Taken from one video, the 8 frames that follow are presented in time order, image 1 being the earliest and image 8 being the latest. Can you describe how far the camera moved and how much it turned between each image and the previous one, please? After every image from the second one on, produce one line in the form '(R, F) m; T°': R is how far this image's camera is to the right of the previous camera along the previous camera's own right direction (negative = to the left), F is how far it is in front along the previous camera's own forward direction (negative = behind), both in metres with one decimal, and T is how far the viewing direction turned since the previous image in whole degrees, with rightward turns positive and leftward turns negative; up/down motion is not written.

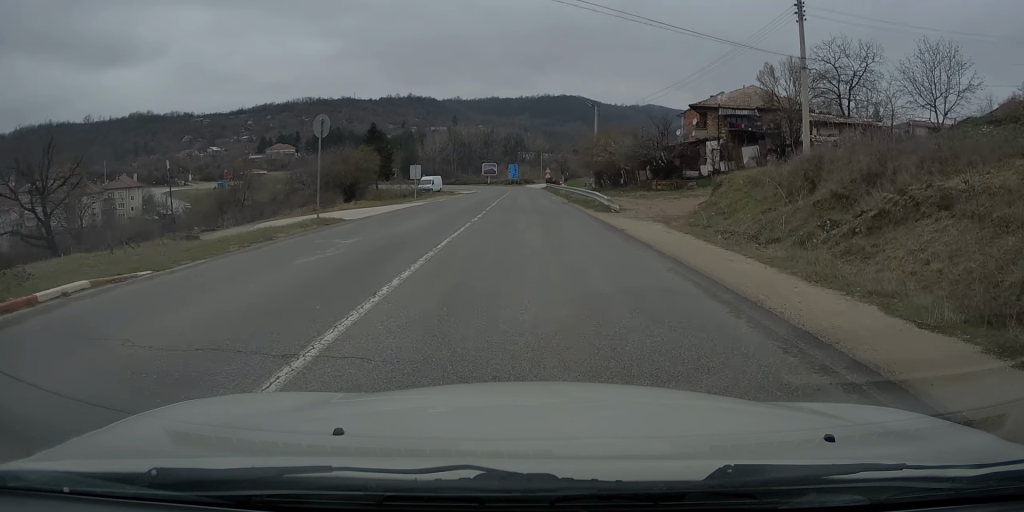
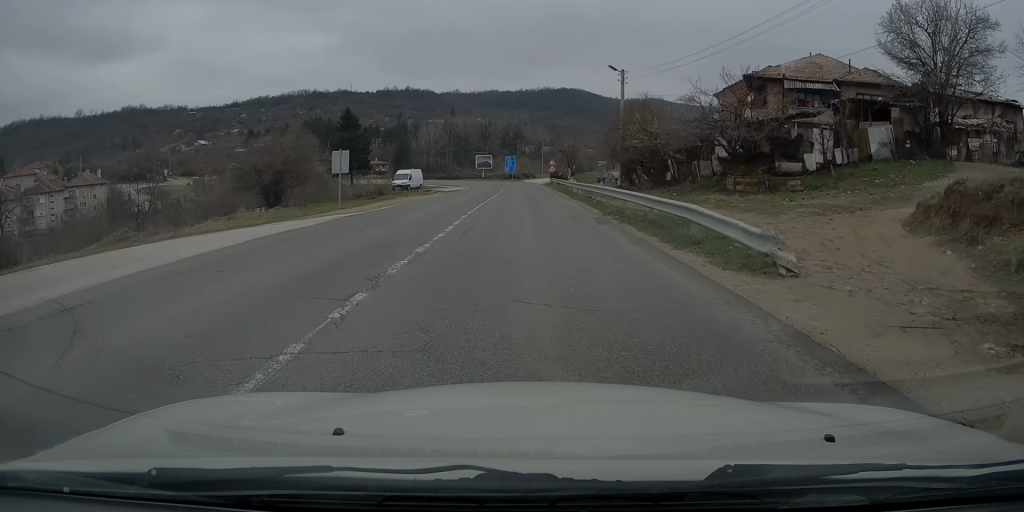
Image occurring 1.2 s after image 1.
(-0.4, +17.3) m; -1°
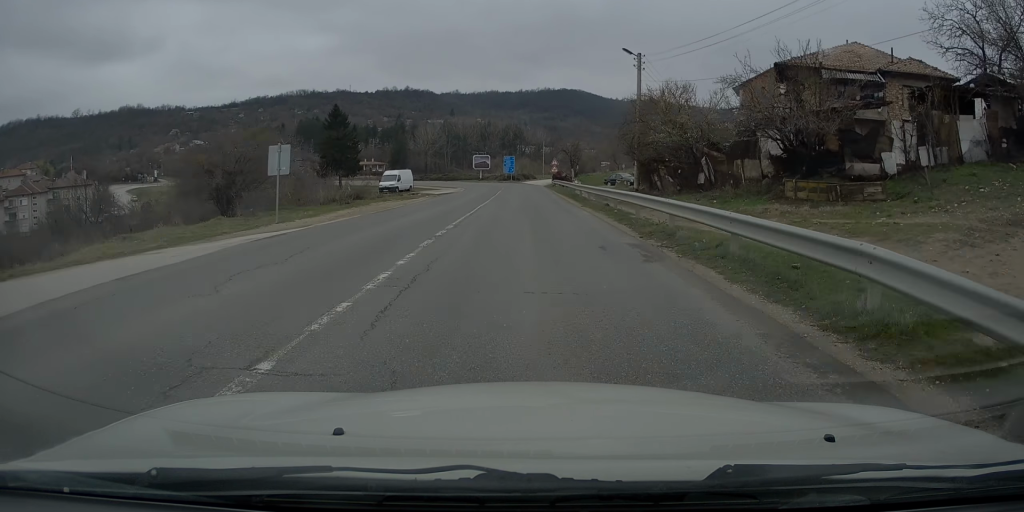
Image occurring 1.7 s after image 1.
(0.0, +6.6) m; 0°
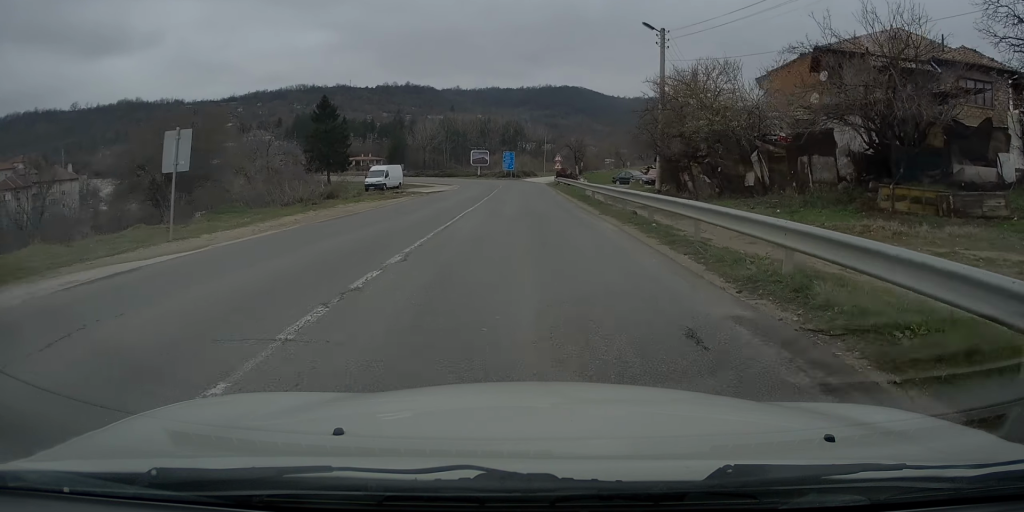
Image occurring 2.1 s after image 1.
(0.0, +6.1) m; 0°
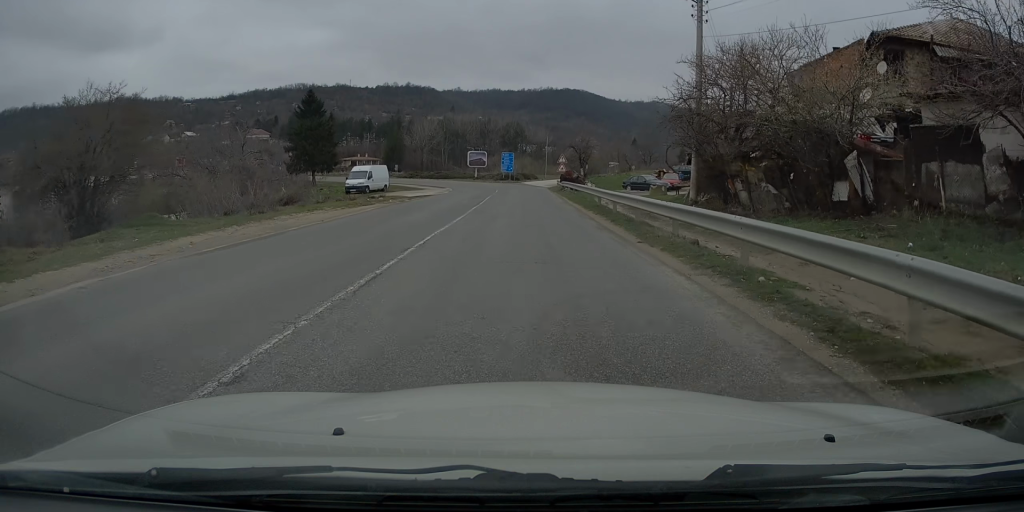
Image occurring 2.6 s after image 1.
(0.0, +6.6) m; 0°
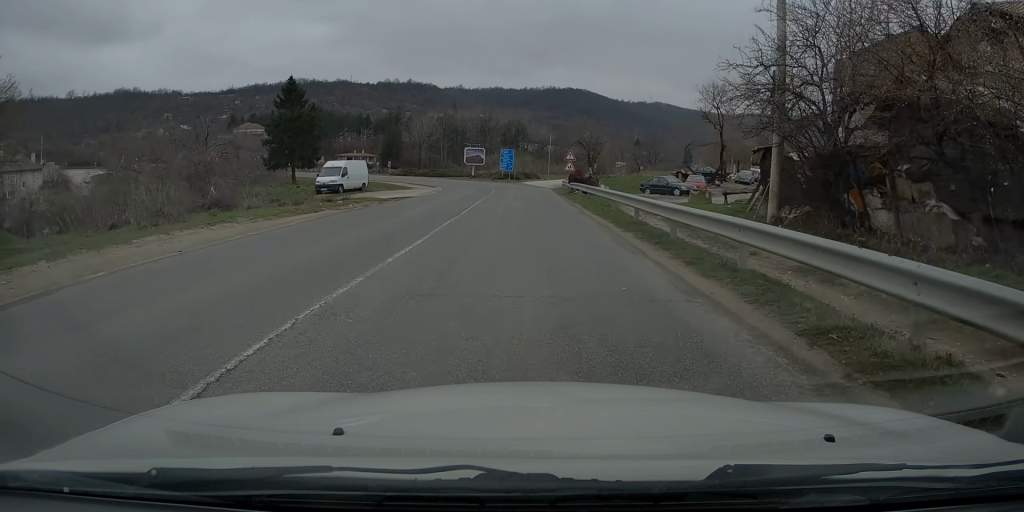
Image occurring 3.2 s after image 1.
(0.0, +8.1) m; 0°
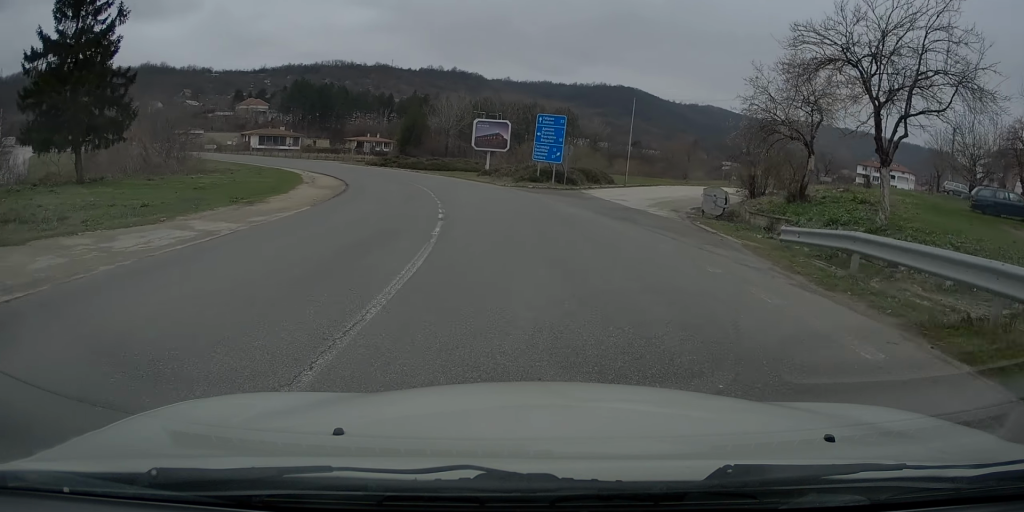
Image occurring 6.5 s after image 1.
(-0.7, +47.2) m; -3°
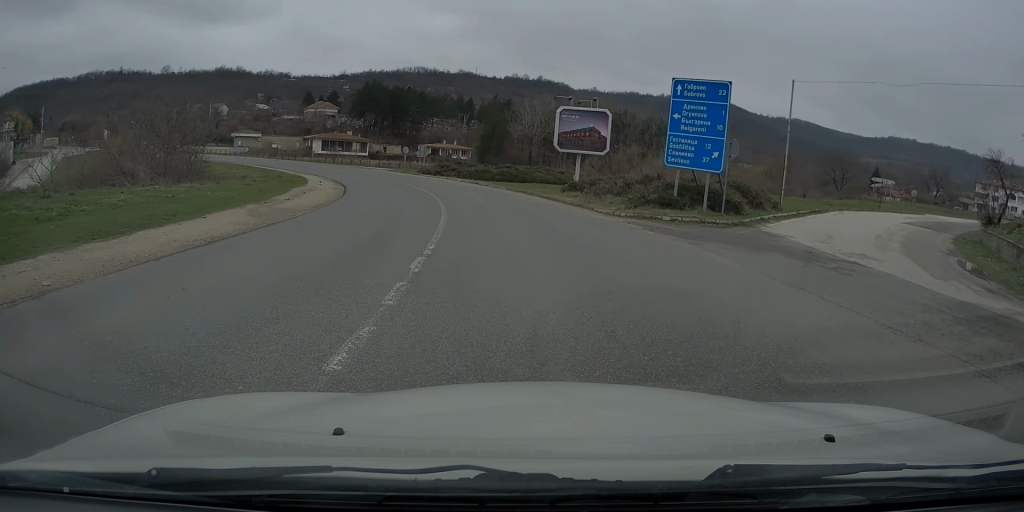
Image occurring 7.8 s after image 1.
(-0.2, +18.0) m; -3°
